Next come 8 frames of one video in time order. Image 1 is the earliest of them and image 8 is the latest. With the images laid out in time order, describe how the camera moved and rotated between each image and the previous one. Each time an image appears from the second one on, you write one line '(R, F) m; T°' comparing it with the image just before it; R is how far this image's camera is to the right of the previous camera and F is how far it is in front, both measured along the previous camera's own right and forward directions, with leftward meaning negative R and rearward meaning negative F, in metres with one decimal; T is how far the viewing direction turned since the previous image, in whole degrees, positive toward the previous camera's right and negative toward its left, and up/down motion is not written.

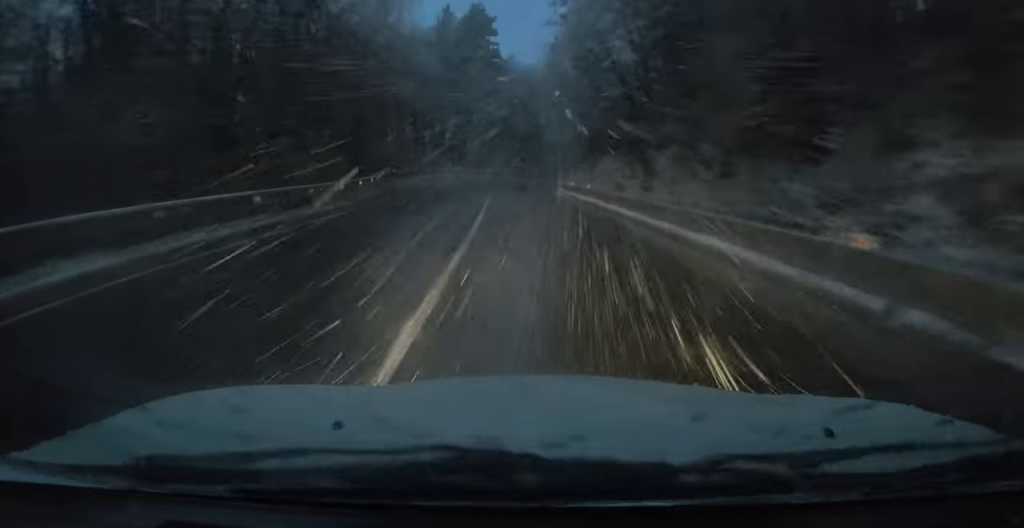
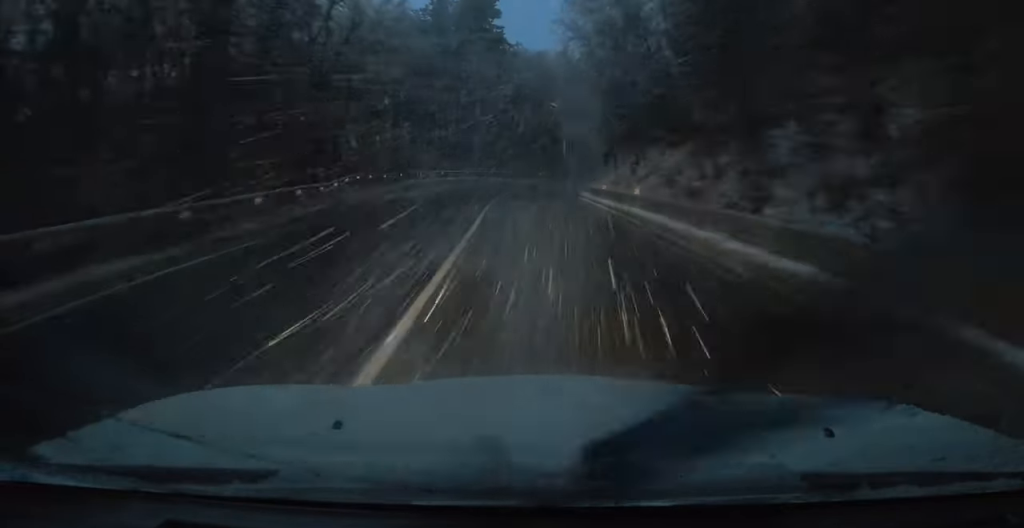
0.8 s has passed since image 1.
(-0.3, +10.8) m; -2°
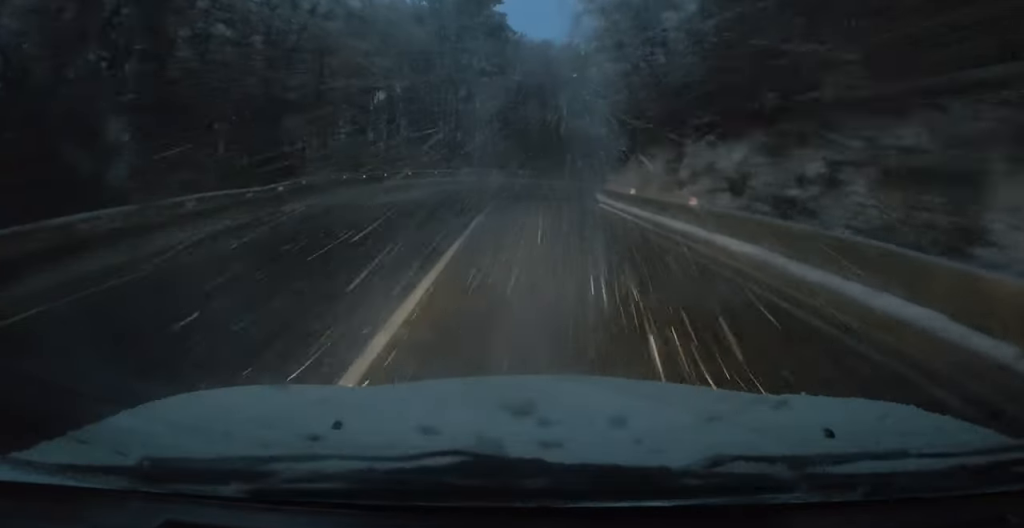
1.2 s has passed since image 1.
(-0.1, +6.7) m; +1°
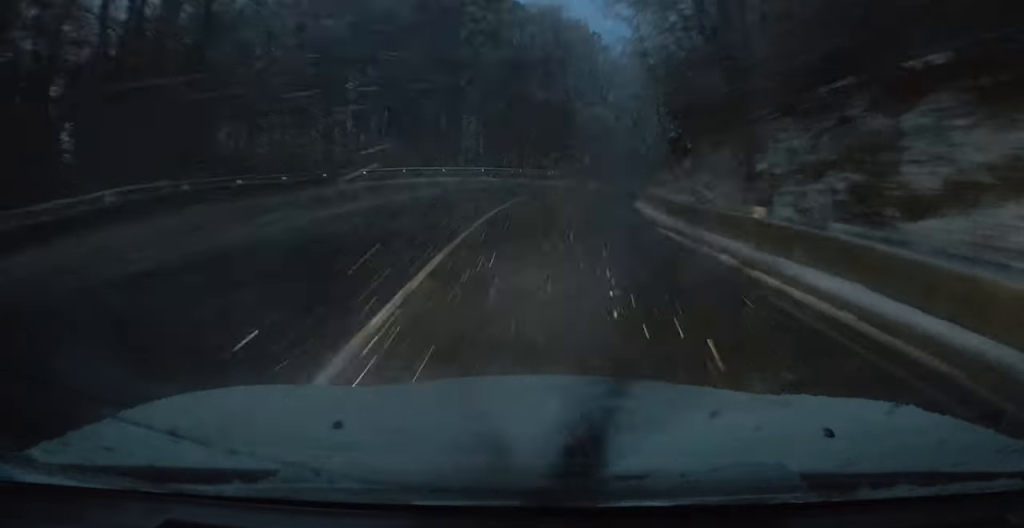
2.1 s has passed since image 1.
(+0.1, +12.2) m; +2°
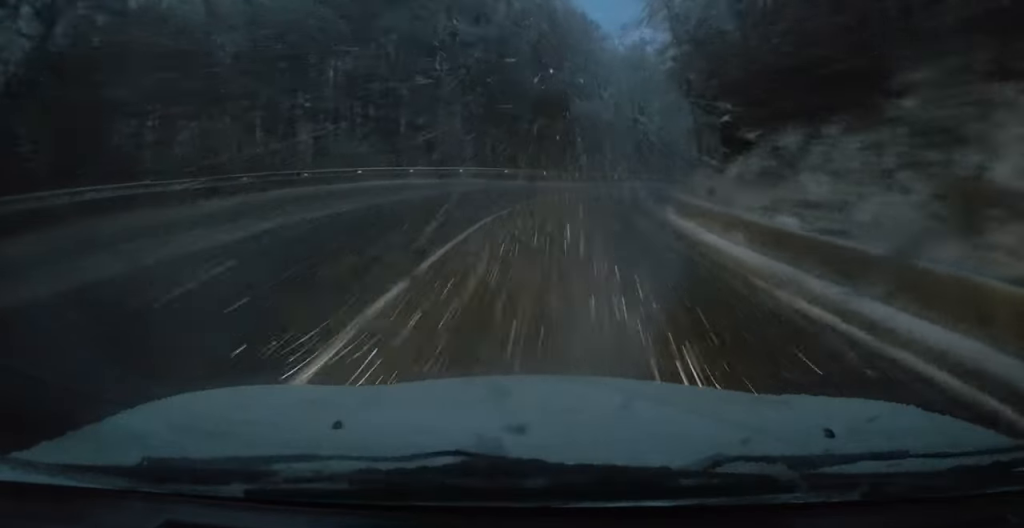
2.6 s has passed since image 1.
(0.0, +7.5) m; +2°
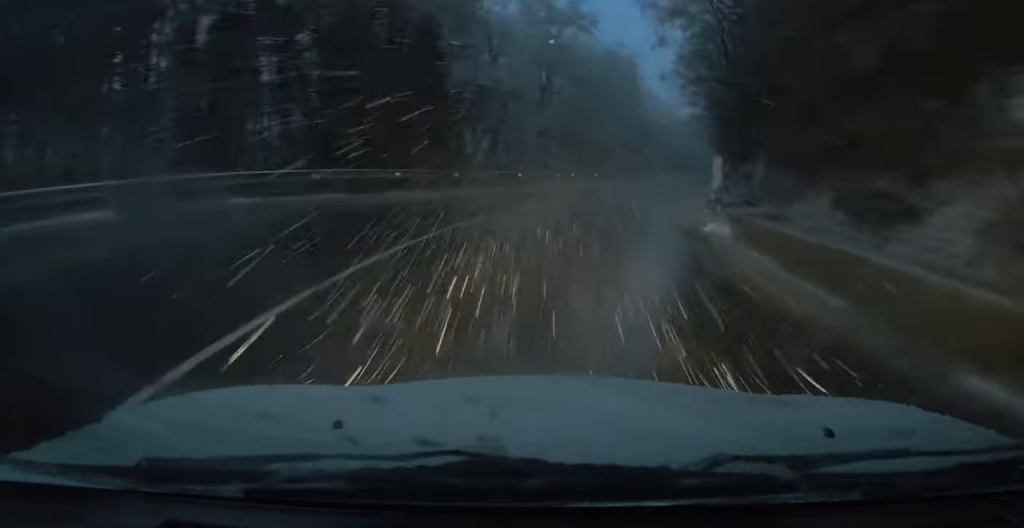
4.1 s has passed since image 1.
(+1.3, +19.2) m; +7°
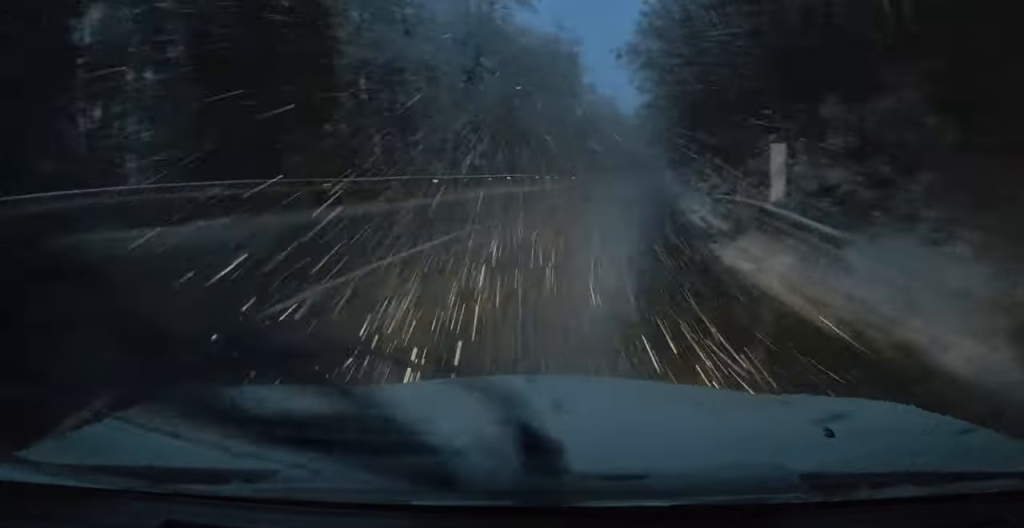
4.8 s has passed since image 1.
(+0.3, +9.2) m; +3°
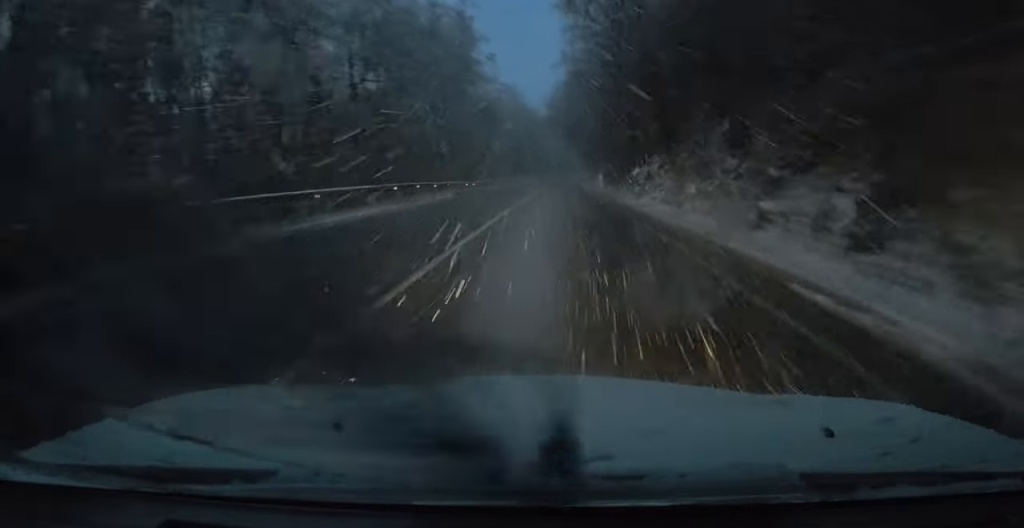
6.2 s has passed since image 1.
(+0.6, +17.6) m; +4°
